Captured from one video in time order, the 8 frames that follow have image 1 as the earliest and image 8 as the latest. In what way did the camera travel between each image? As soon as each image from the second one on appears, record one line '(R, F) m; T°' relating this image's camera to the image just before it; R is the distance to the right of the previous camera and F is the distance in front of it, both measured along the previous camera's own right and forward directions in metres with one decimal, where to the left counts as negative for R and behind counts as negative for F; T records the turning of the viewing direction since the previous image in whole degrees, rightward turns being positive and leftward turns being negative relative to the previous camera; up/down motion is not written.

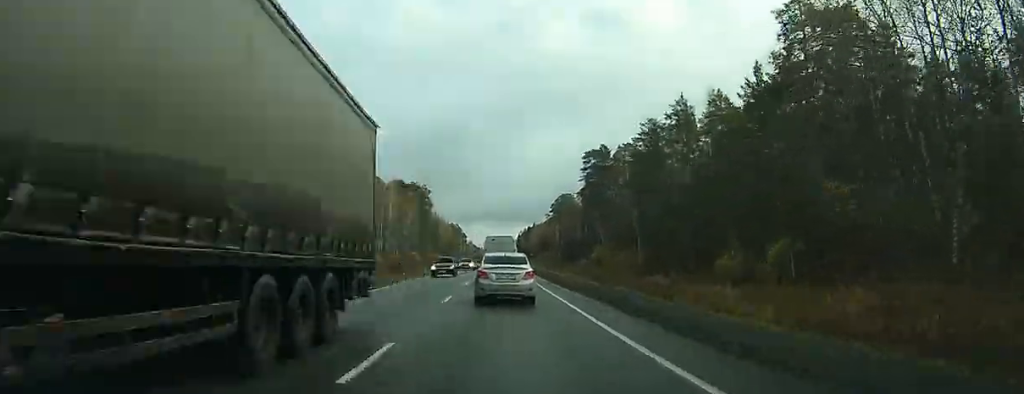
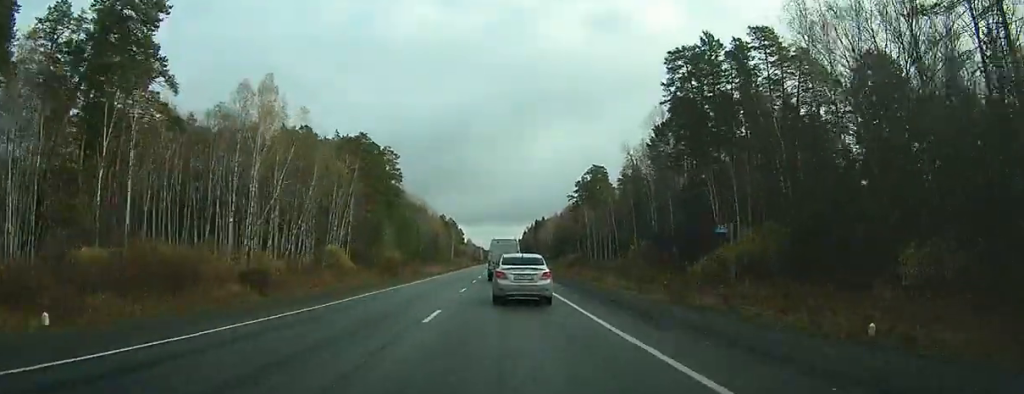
(+5.4, +74.8) m; +13°
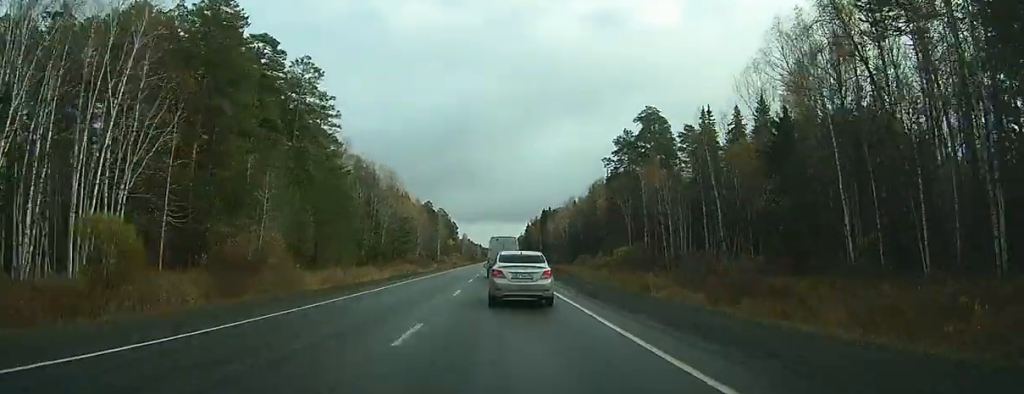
(-3.1, +61.0) m; -5°
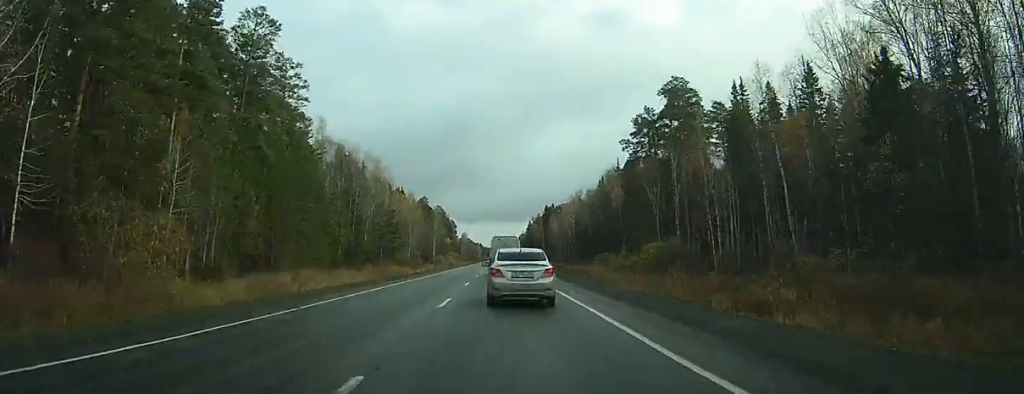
(-0.2, +17.9) m; 0°
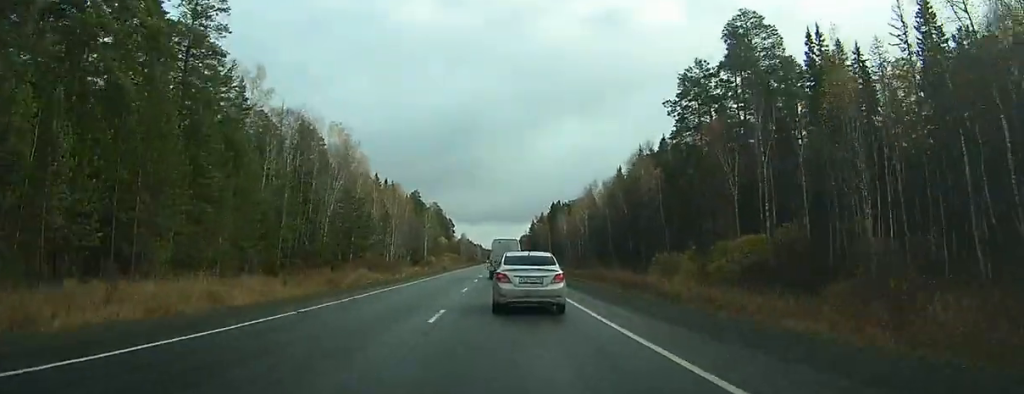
(+0.1, +28.6) m; 0°
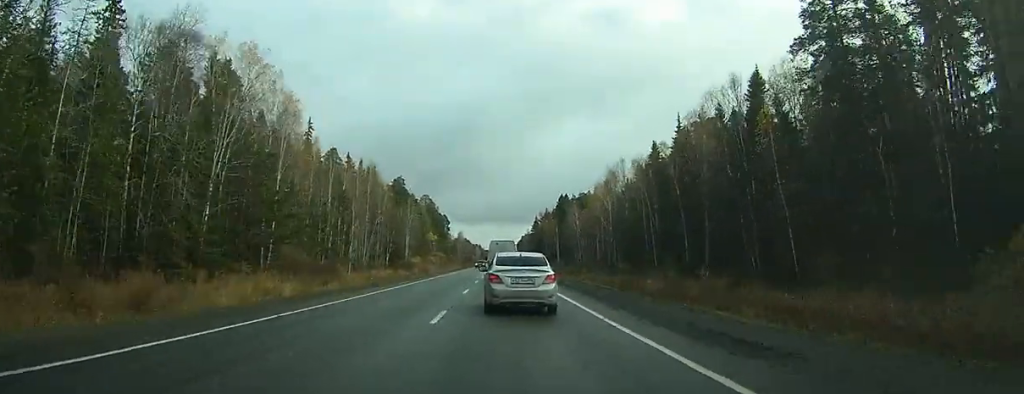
(0.0, +39.6) m; 0°
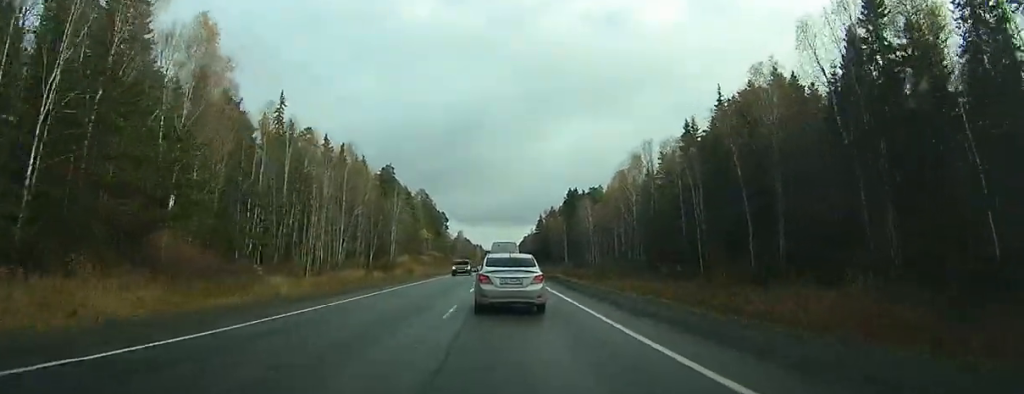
(-0.1, +24.4) m; 0°
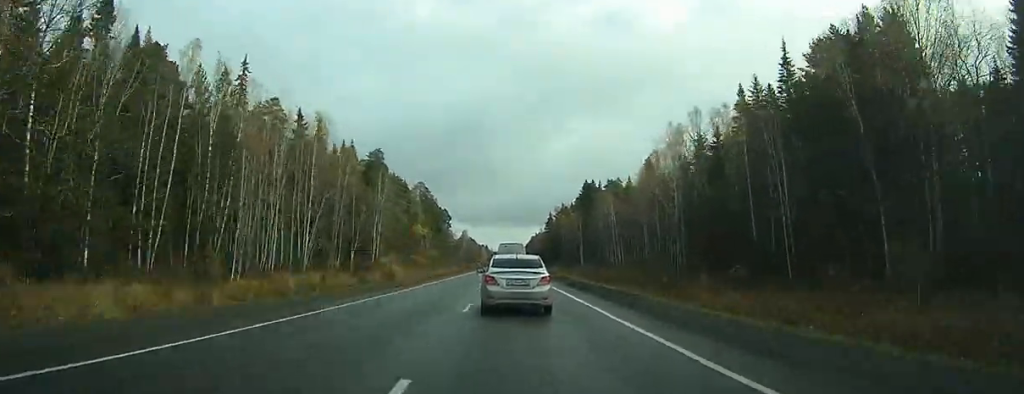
(-0.1, +24.8) m; 0°
